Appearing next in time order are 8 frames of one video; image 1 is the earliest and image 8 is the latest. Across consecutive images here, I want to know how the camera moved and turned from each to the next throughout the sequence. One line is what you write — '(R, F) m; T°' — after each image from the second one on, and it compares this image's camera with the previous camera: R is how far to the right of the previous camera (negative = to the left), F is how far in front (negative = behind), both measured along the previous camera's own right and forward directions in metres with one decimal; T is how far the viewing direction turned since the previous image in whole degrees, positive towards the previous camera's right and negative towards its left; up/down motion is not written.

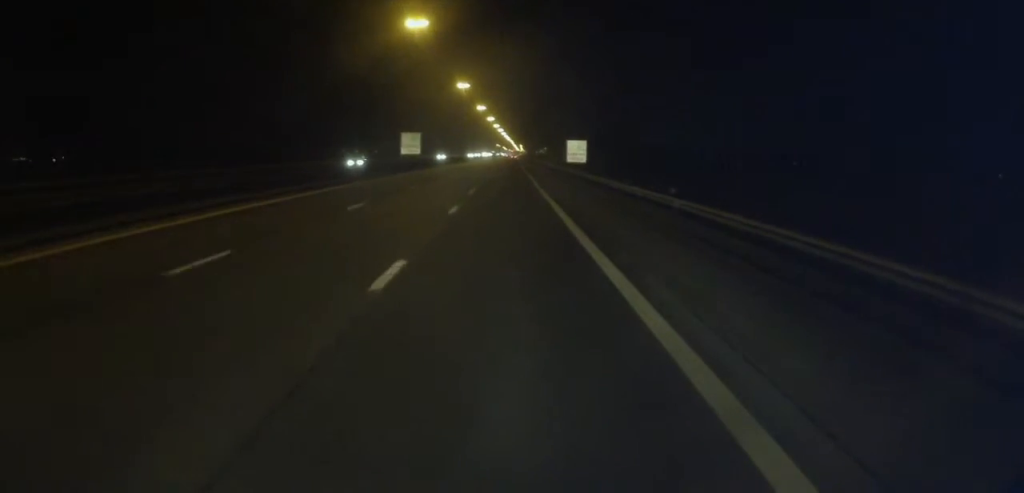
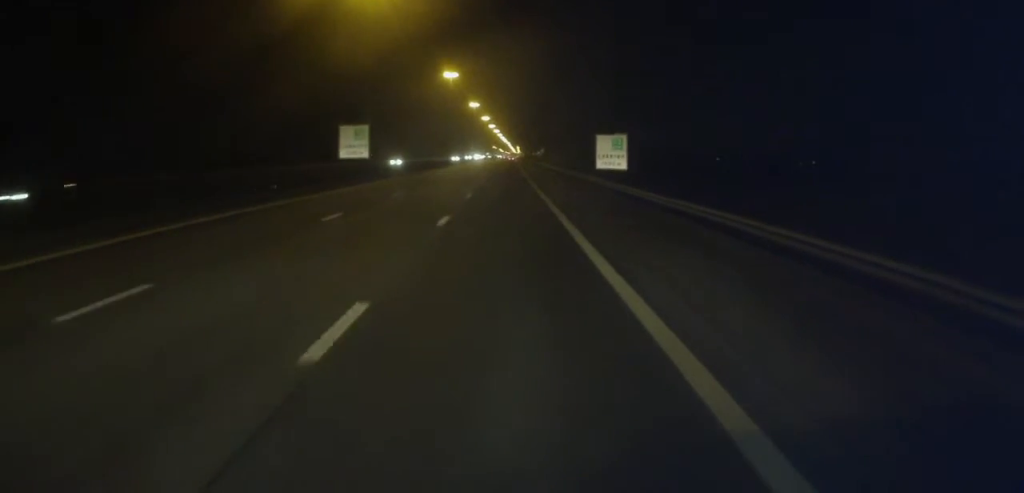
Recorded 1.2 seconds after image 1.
(+0.1, +28.2) m; 0°
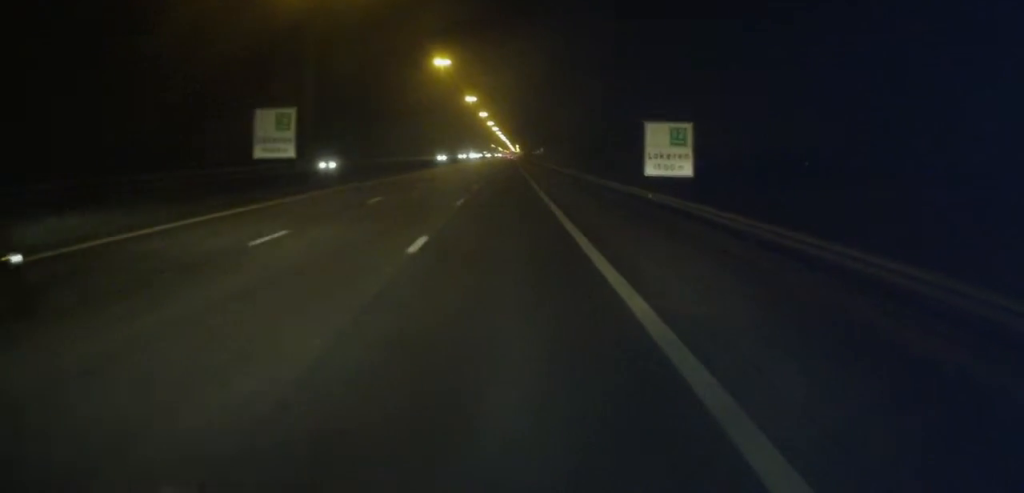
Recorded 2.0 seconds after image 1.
(0.0, +17.9) m; 0°
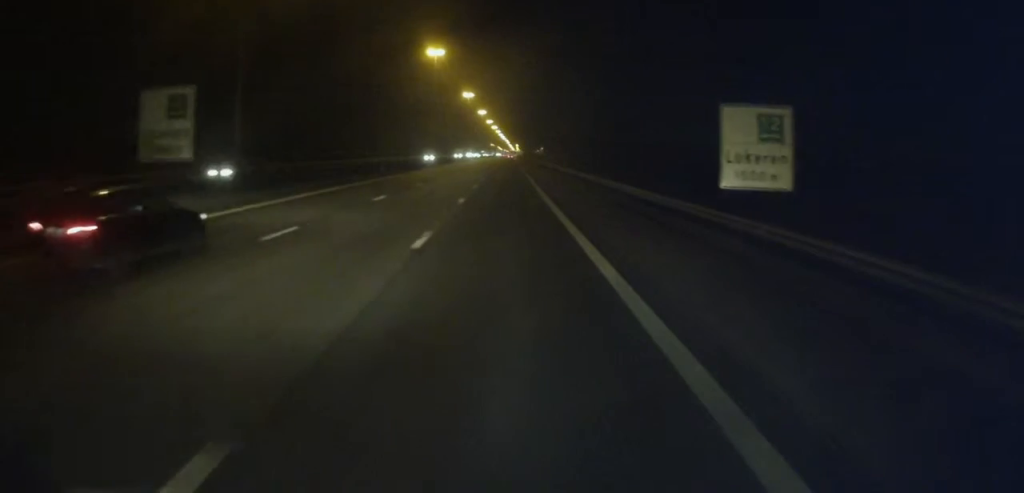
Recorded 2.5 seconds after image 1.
(0.0, +11.7) m; 0°
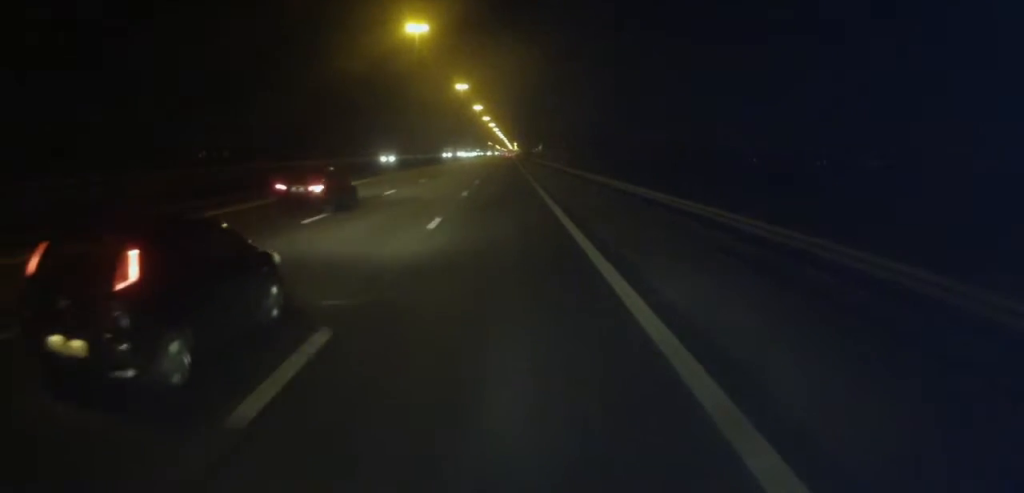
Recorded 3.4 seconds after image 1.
(+0.1, +21.7) m; 0°
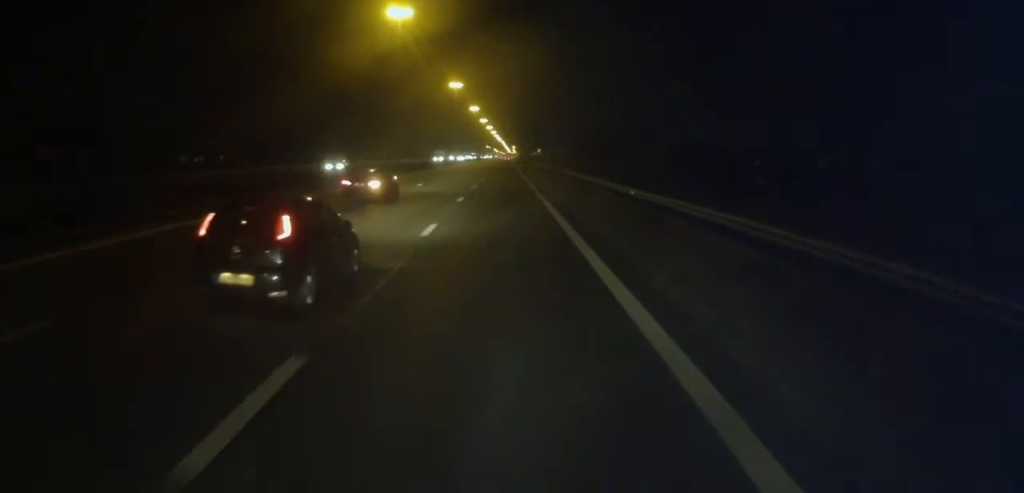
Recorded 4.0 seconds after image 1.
(-0.1, +13.2) m; 0°
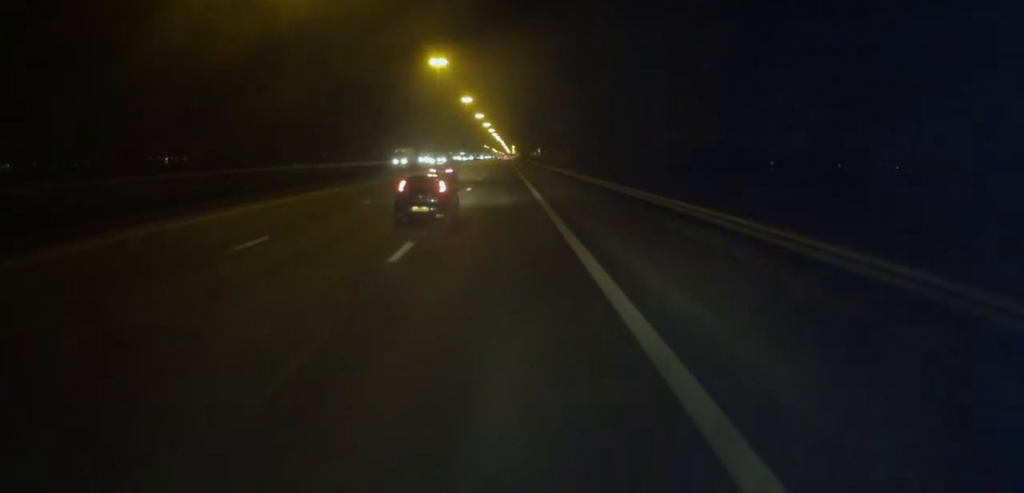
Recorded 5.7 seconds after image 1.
(+0.2, +41.2) m; 0°
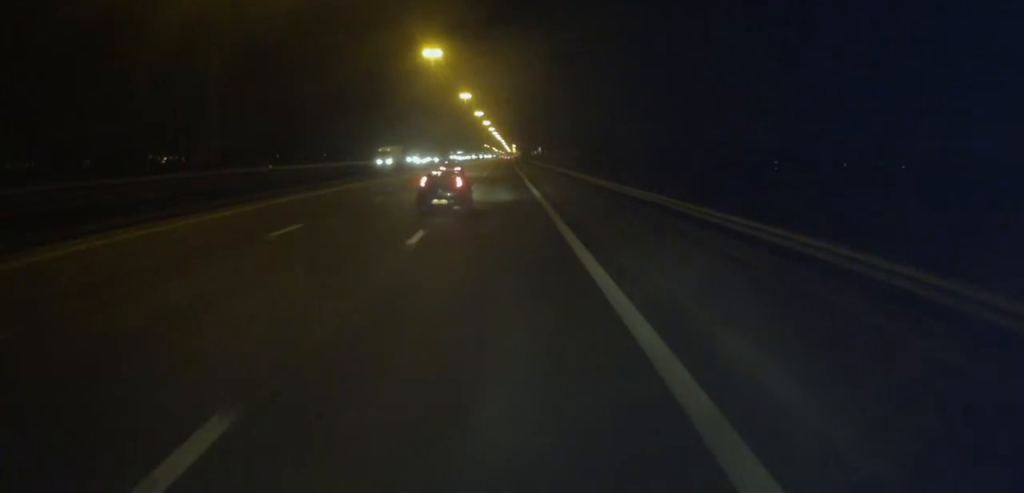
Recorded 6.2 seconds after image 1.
(-0.2, +10.1) m; 0°
